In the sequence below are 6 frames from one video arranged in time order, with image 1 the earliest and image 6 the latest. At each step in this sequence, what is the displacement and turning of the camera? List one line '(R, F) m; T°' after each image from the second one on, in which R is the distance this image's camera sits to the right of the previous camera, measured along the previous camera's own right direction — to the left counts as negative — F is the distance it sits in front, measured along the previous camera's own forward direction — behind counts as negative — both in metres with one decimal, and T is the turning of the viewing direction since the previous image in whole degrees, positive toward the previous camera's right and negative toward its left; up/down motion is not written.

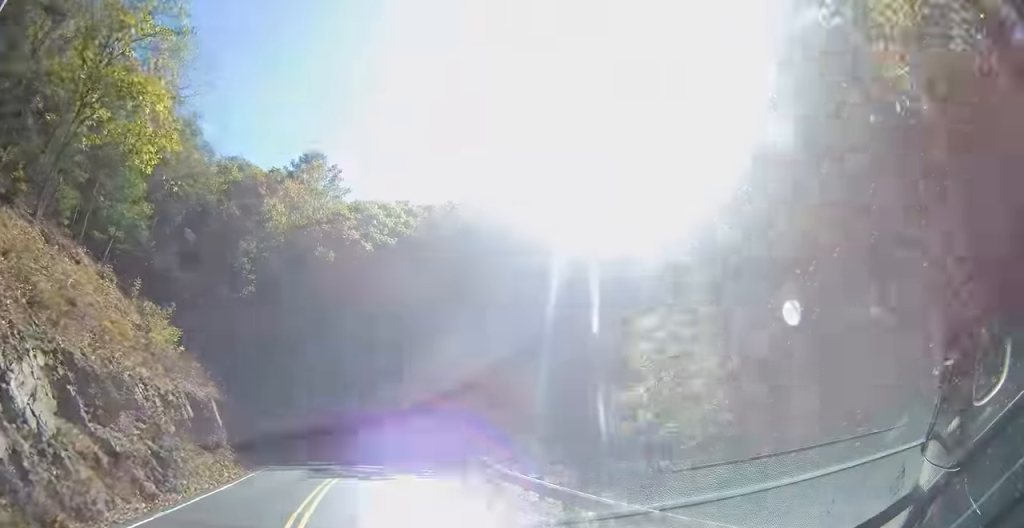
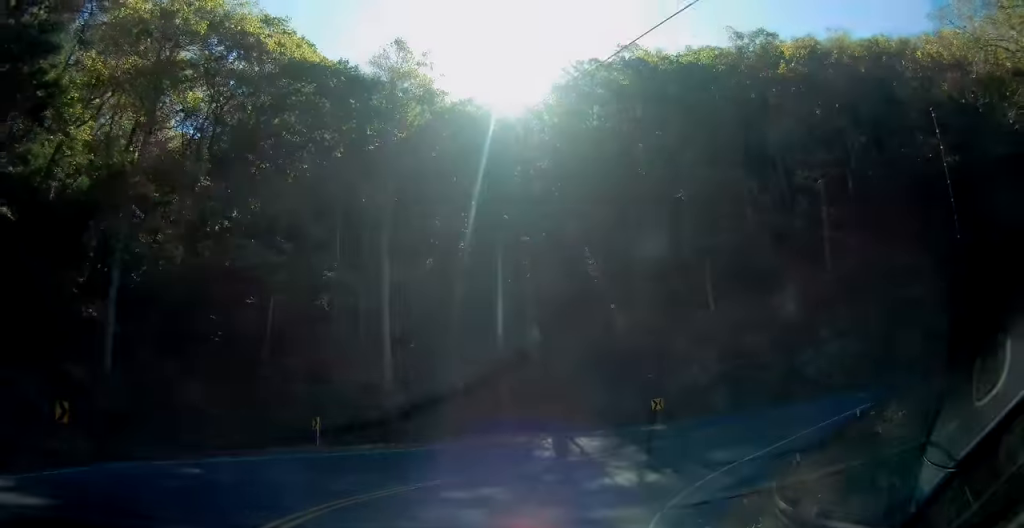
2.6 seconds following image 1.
(+2.5, +28.0) m; +20°
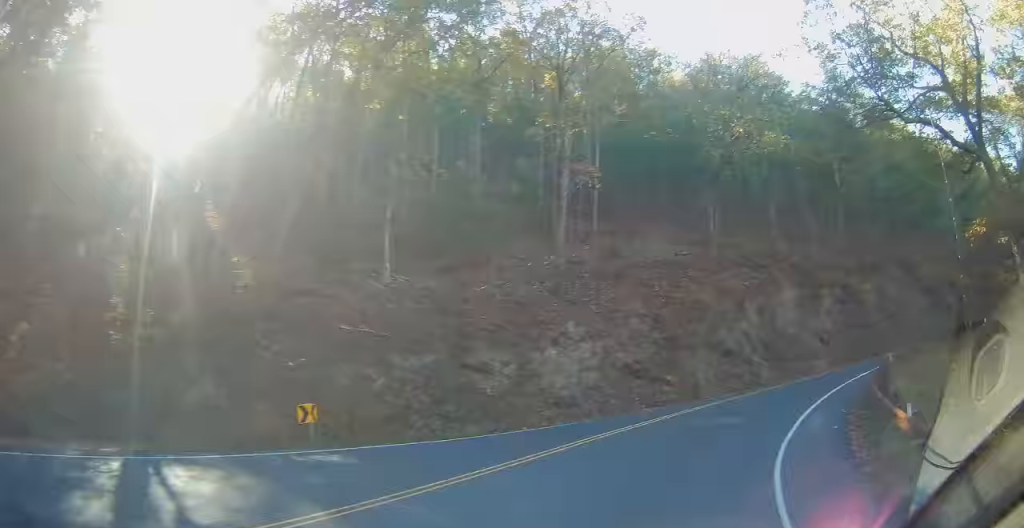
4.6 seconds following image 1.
(+3.5, +16.7) m; +32°
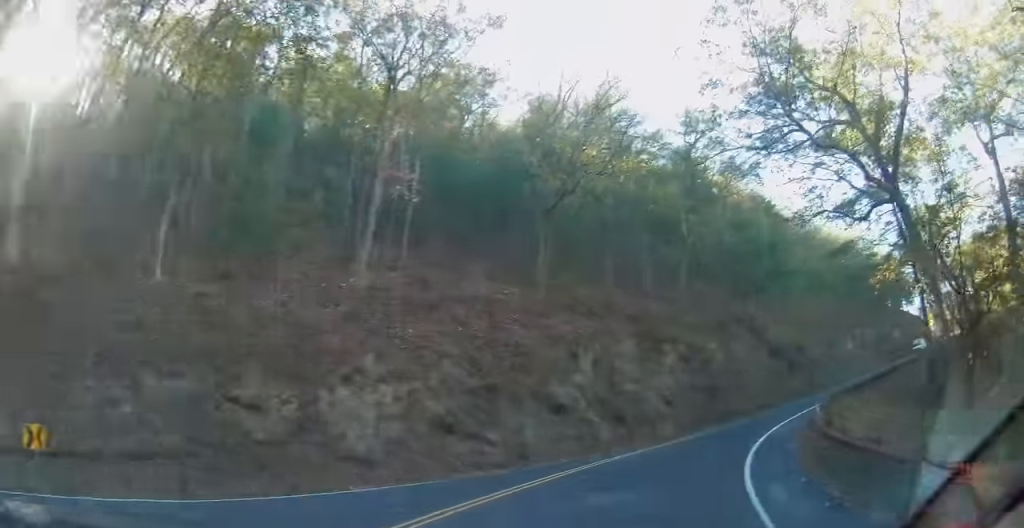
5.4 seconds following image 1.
(+1.7, +6.5) m; +18°
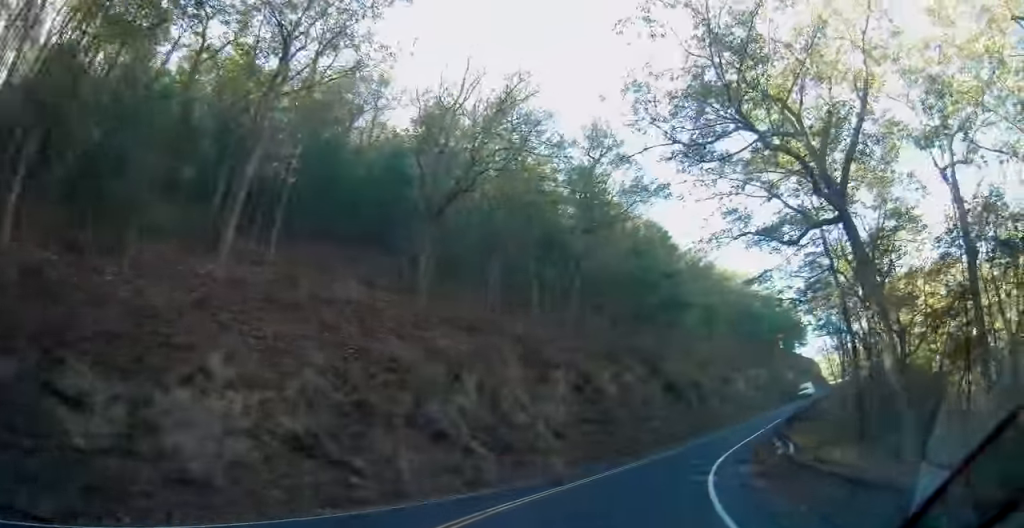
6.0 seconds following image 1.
(+0.3, +4.7) m; +10°
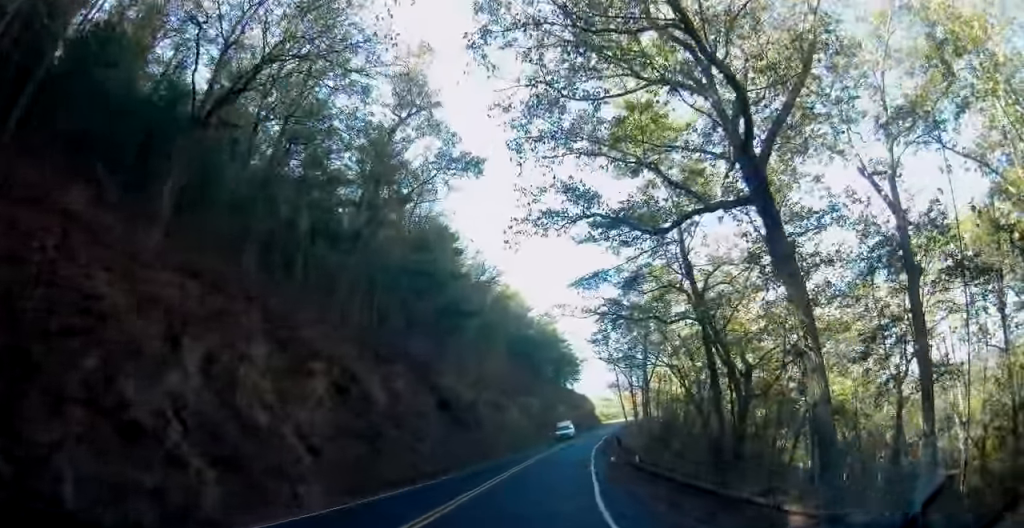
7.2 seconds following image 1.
(+2.0, +9.5) m; +24°
